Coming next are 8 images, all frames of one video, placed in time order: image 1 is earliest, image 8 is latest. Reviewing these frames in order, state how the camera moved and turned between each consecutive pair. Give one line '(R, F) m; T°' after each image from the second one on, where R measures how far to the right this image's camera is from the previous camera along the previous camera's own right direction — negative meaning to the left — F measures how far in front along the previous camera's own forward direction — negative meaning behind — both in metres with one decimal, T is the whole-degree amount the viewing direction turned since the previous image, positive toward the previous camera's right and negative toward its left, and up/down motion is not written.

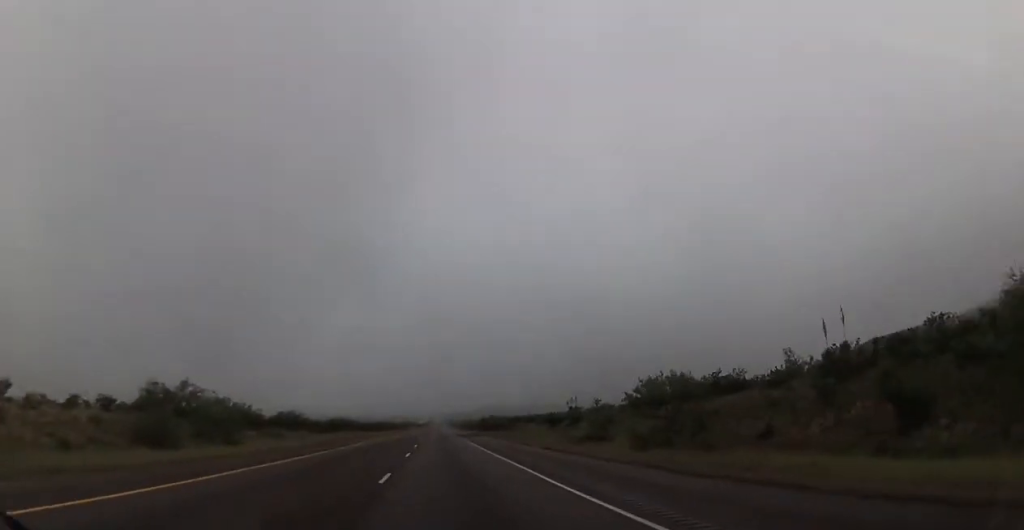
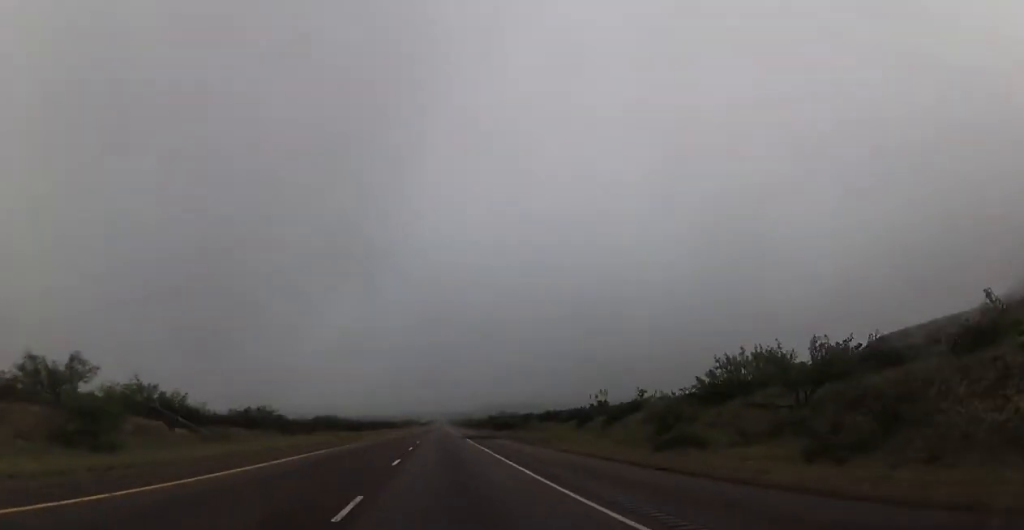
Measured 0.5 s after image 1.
(+0.5, +17.8) m; 0°
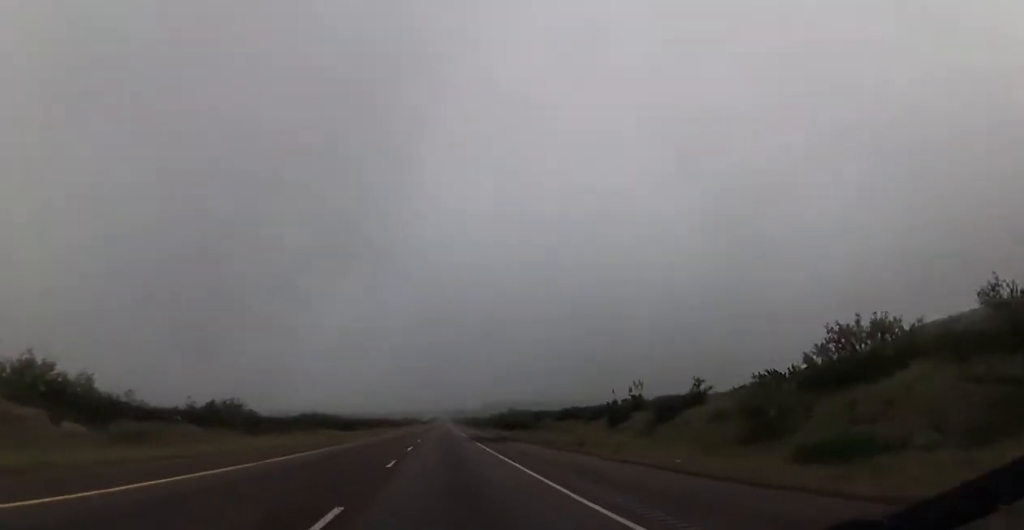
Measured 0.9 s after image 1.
(+0.1, +14.3) m; 0°
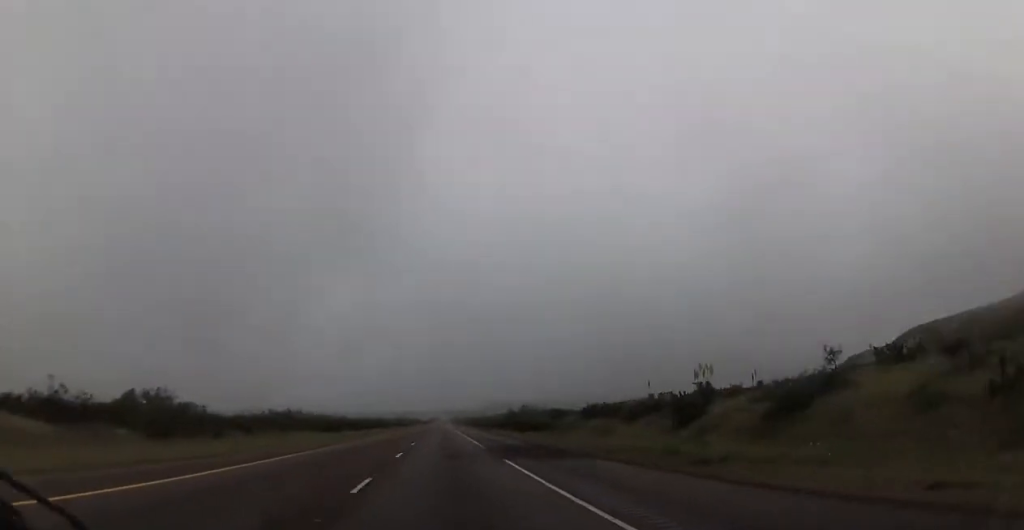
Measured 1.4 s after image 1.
(-0.3, +19.1) m; 0°
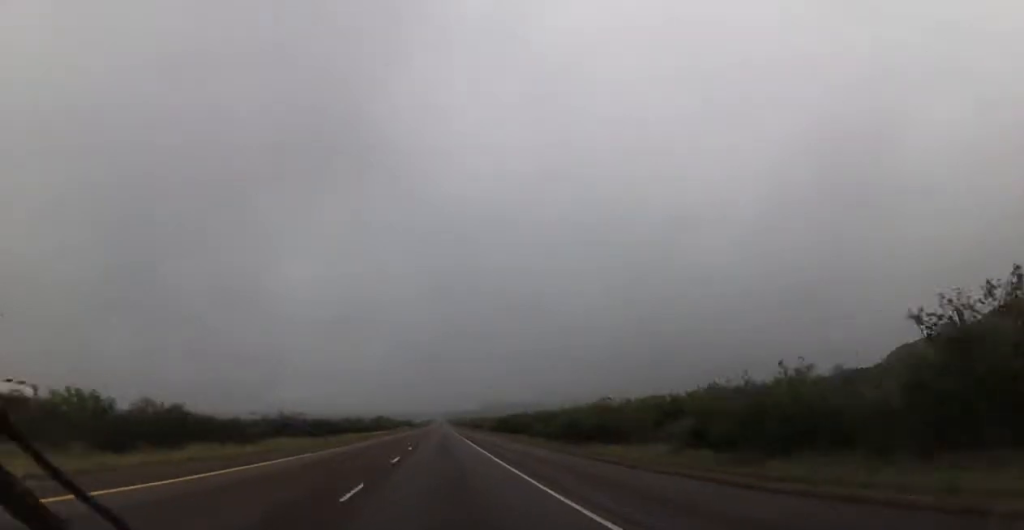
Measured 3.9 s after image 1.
(-0.4, +86.4) m; 0°
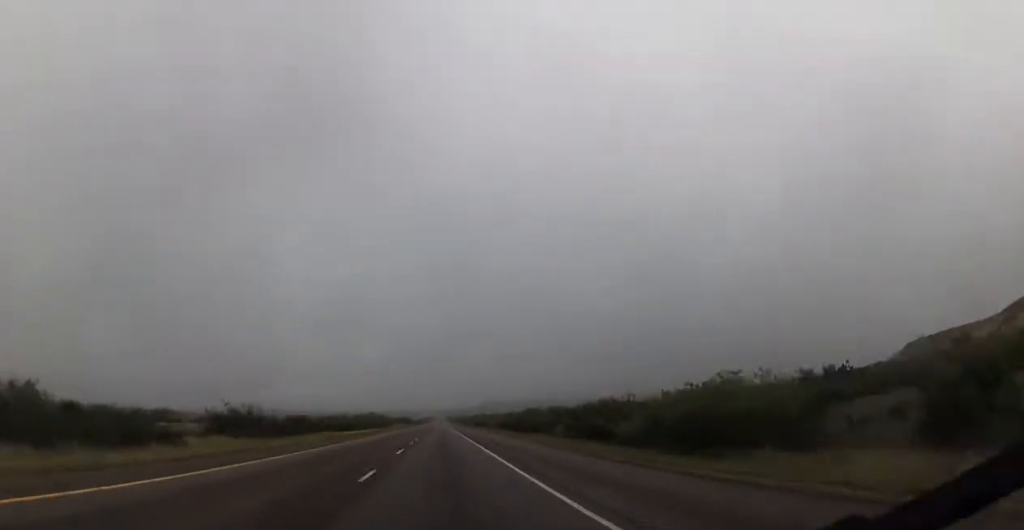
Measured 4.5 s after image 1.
(0.0, +21.3) m; 0°
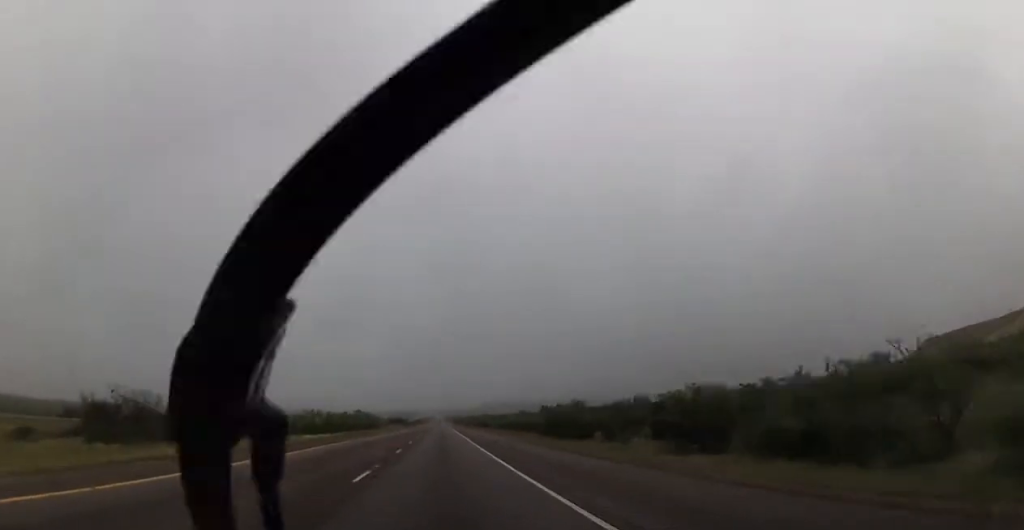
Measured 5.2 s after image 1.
(0.0, +24.8) m; 0°
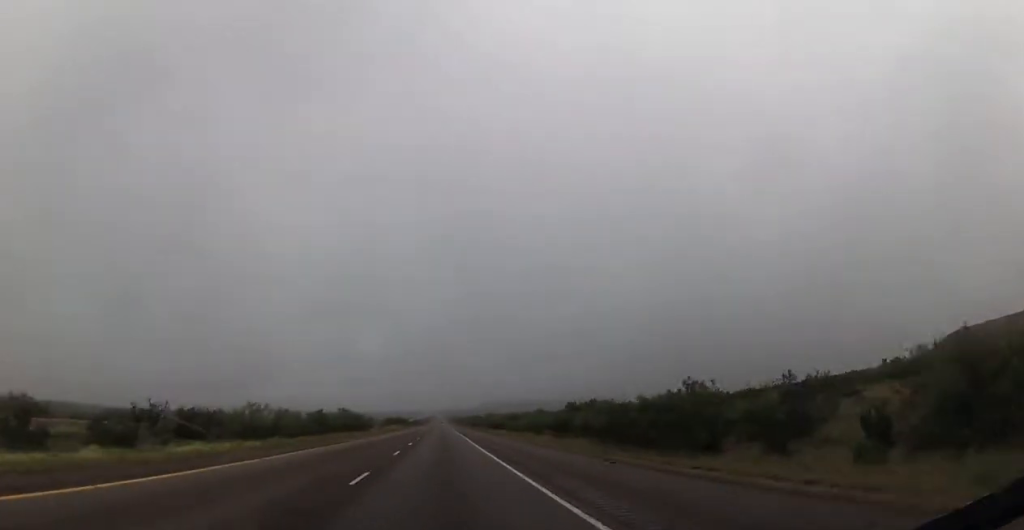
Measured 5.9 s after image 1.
(0.0, +24.8) m; 0°
